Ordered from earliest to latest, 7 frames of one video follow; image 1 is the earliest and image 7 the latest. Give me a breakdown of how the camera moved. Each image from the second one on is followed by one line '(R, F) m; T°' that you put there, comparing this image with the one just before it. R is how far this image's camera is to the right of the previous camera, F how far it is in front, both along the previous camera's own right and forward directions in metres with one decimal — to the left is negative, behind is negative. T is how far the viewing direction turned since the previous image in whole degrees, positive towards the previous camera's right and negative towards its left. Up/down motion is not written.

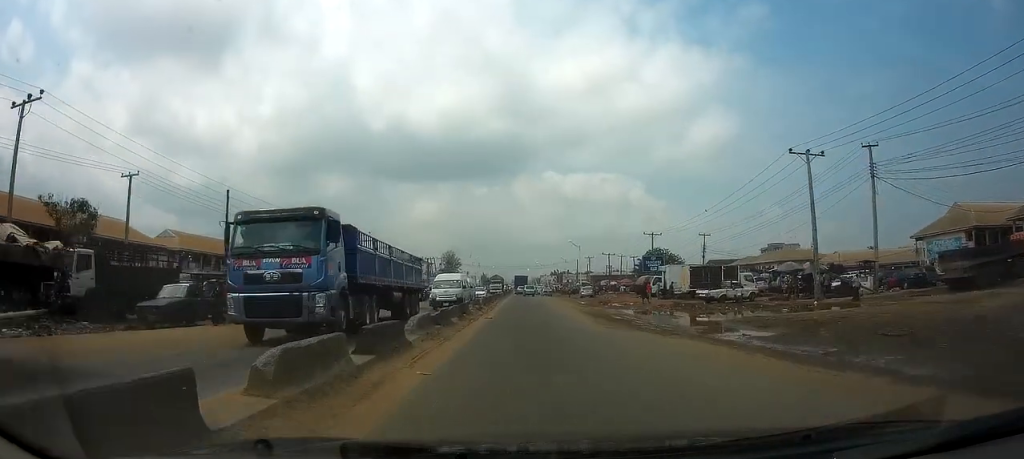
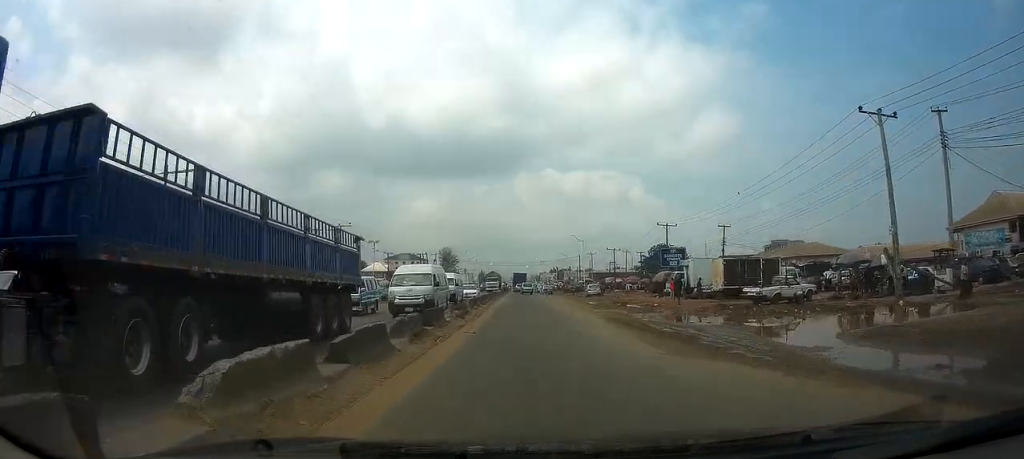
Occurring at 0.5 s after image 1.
(0.0, +8.7) m; 0°
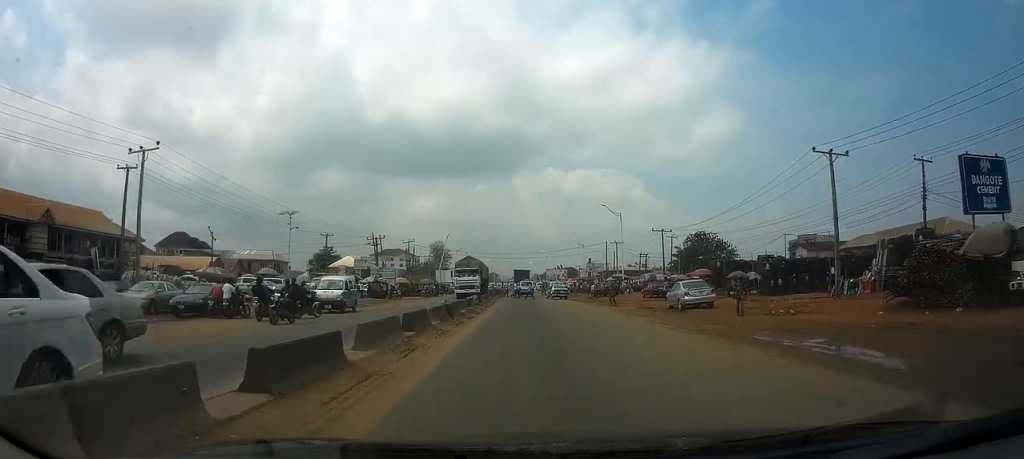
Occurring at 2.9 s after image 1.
(0.0, +38.2) m; 0°
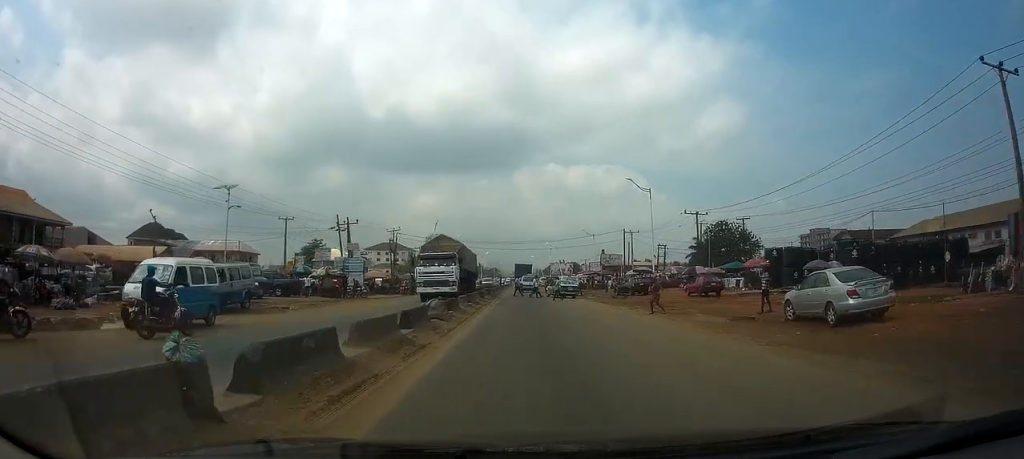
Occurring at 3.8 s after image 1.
(0.0, +14.6) m; 0°
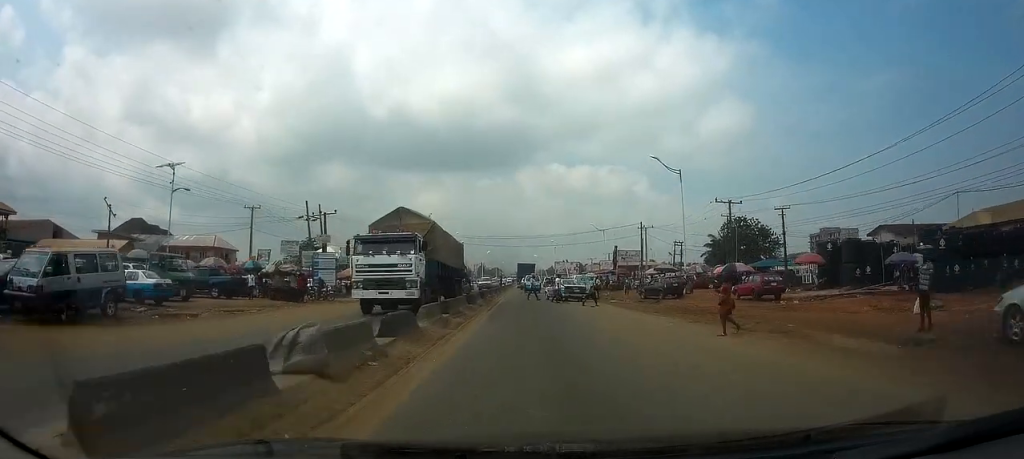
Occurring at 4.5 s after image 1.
(0.0, +9.7) m; 0°
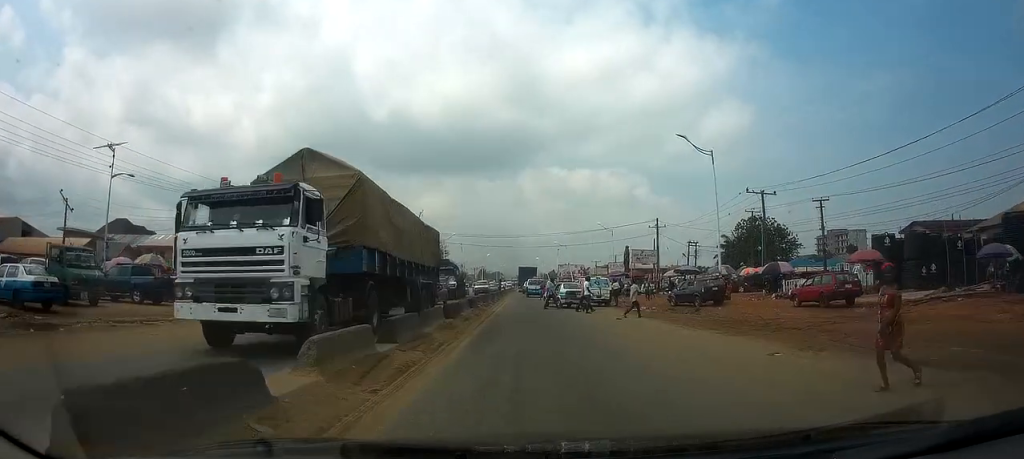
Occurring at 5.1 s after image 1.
(-0.1, +7.5) m; 0°
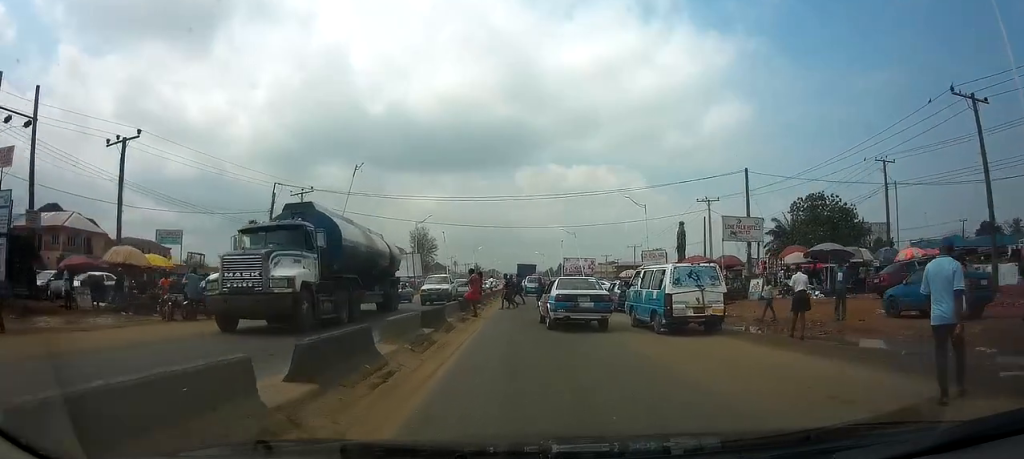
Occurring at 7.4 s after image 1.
(0.0, +25.5) m; 0°
